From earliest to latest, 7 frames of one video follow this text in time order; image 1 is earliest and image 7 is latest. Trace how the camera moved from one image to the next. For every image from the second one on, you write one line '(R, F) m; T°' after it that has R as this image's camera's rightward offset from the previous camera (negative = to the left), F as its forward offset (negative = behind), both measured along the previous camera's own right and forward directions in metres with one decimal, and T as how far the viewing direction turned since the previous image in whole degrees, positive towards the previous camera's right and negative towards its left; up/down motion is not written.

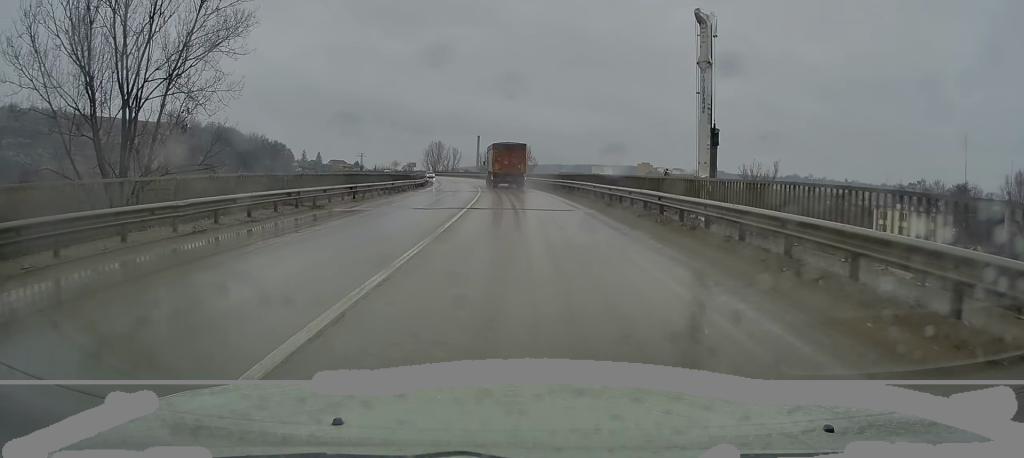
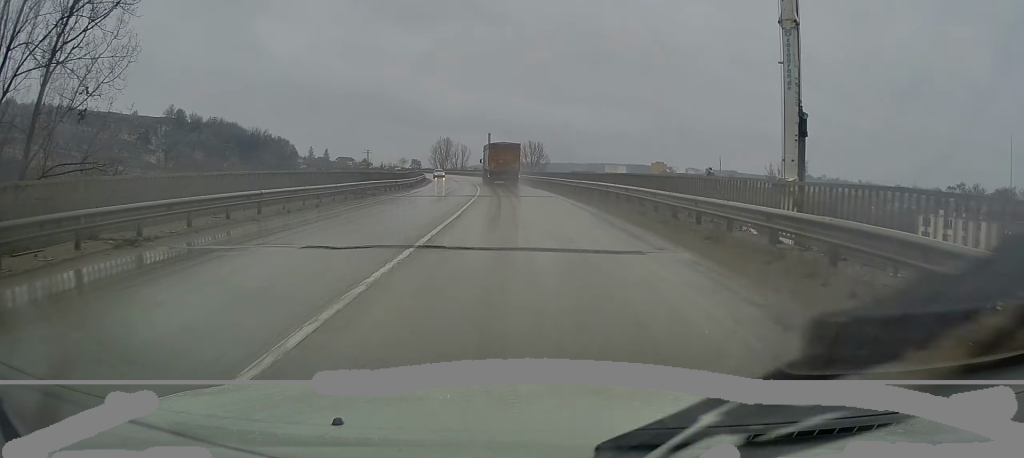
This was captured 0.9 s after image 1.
(-0.2, +11.3) m; 0°
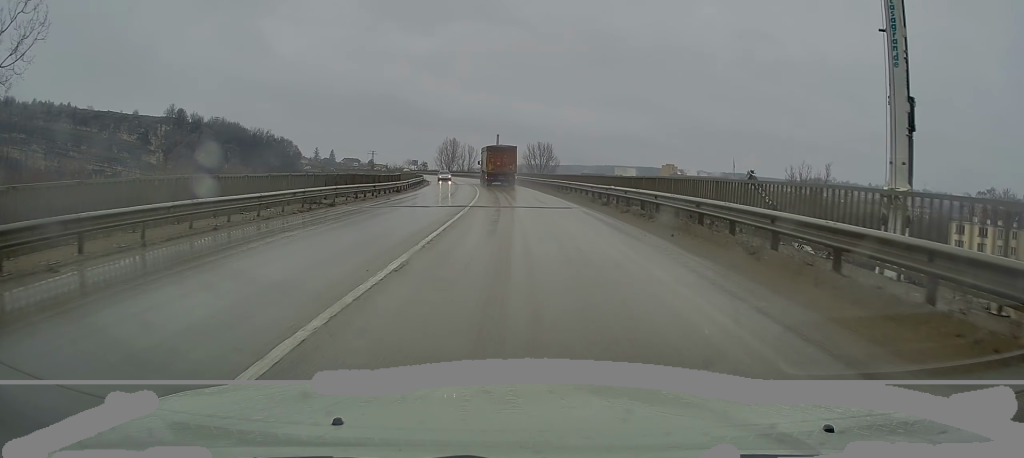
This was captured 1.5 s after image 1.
(+0.1, +7.9) m; +1°
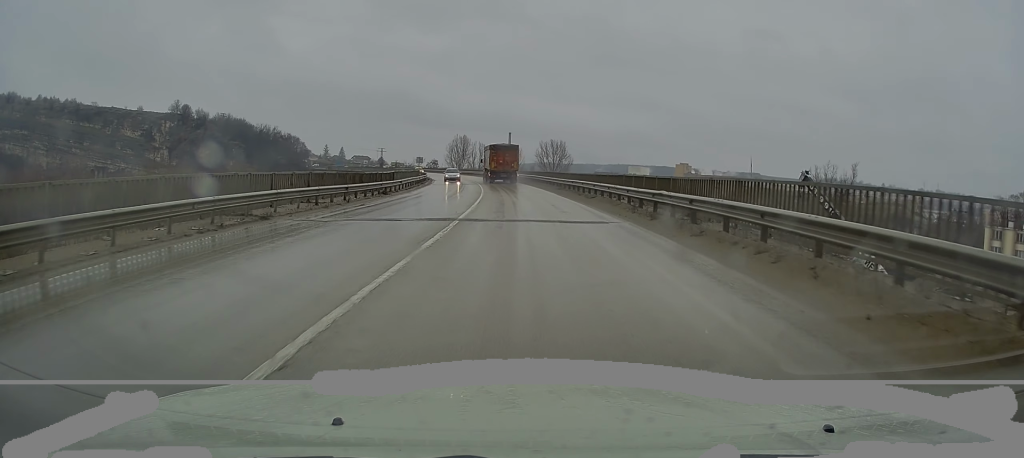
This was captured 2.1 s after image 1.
(0.0, +7.2) m; 0°
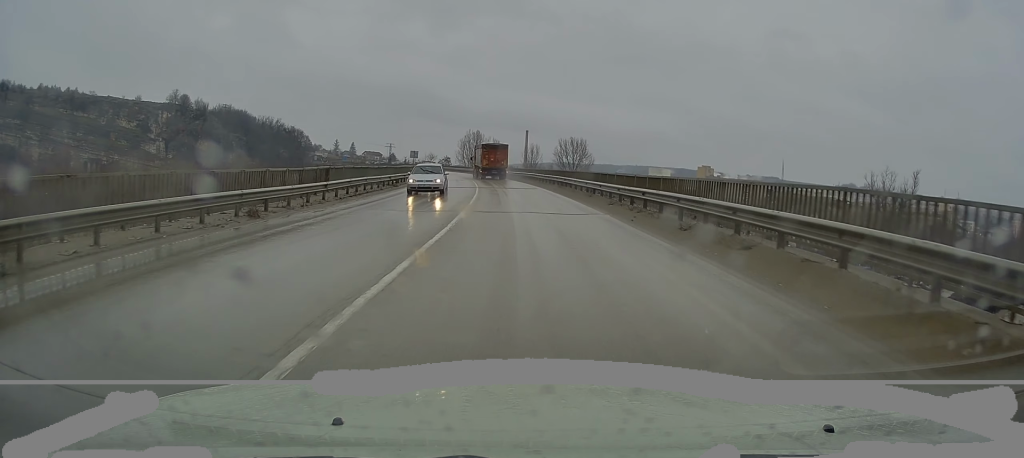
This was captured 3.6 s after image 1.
(-0.3, +18.6) m; -2°
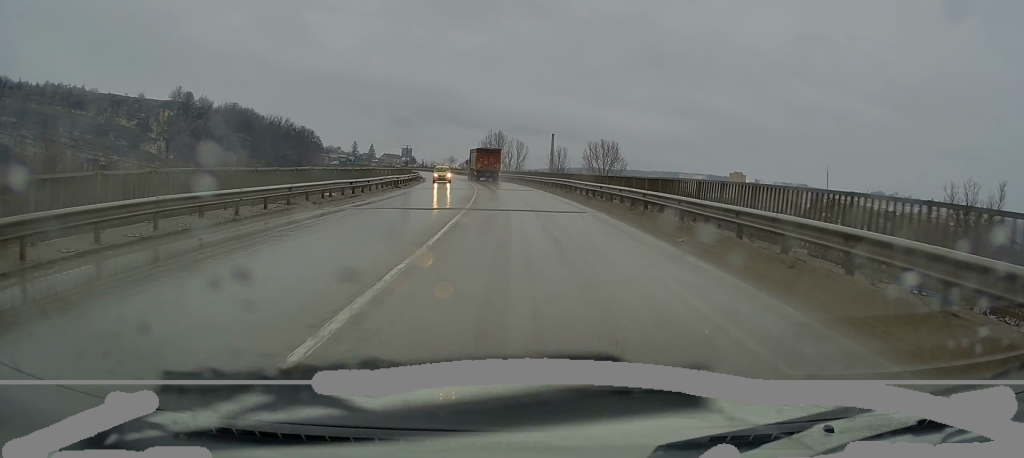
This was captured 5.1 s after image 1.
(-0.6, +20.0) m; -4°
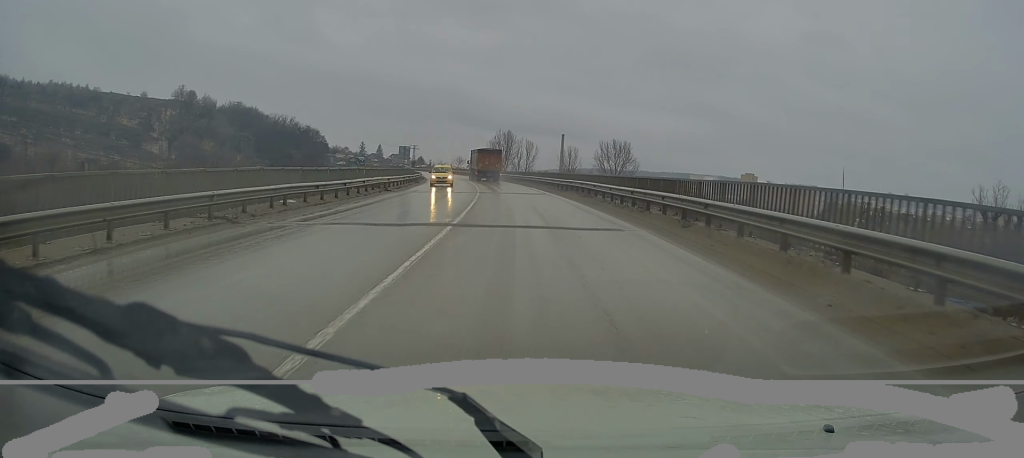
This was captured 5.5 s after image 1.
(-0.1, +5.8) m; -1°
